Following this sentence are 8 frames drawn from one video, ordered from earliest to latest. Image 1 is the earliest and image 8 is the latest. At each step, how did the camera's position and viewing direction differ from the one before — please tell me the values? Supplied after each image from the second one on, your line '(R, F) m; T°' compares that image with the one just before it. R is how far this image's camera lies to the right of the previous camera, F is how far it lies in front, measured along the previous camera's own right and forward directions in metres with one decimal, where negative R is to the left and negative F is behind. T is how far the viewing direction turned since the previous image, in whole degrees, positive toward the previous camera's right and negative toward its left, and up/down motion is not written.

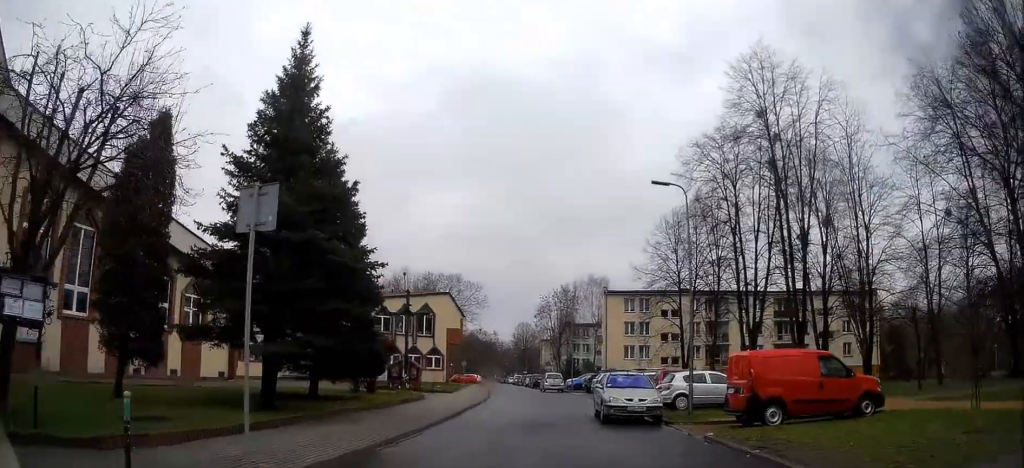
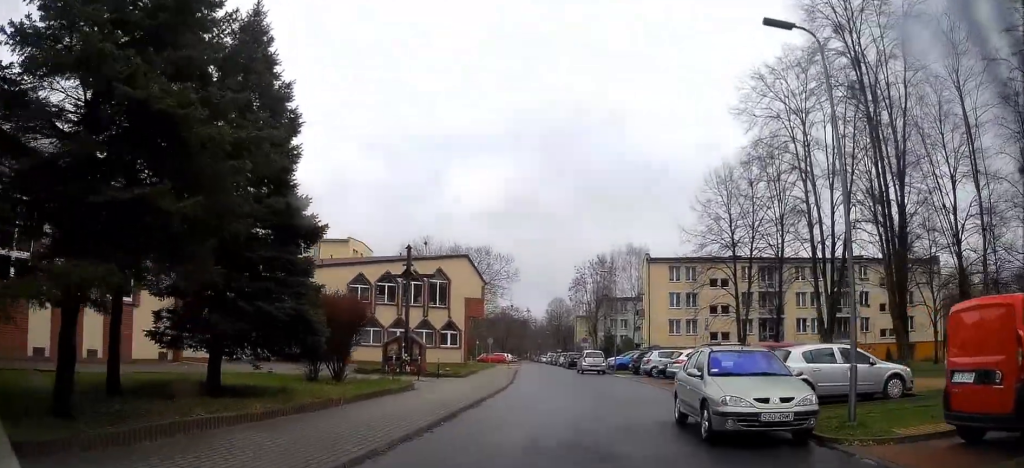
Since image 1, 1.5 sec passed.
(-0.5, +8.9) m; -3°
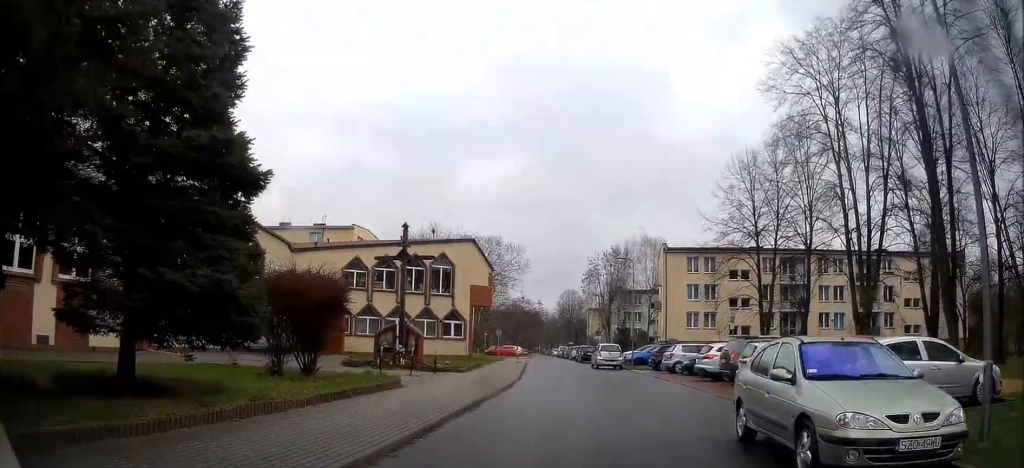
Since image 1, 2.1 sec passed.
(+0.3, +3.4) m; -2°
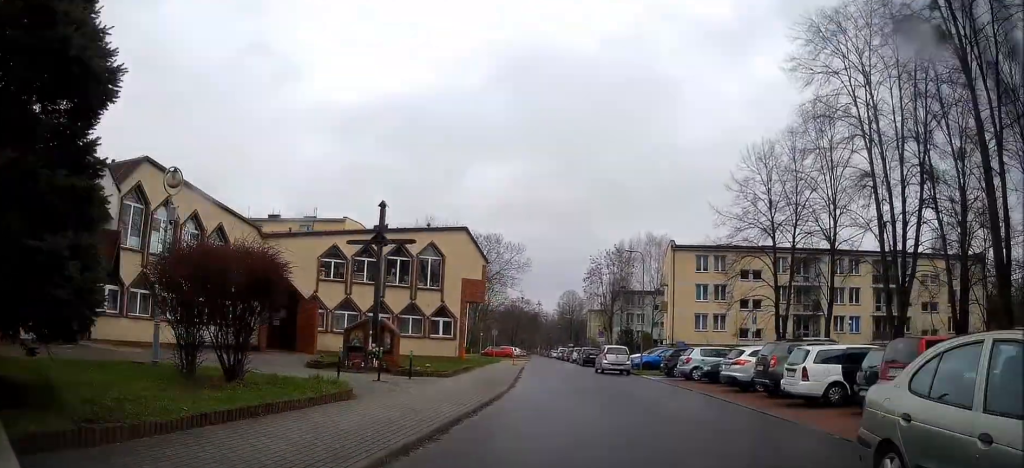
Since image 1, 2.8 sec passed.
(-0.4, +4.0) m; -3°
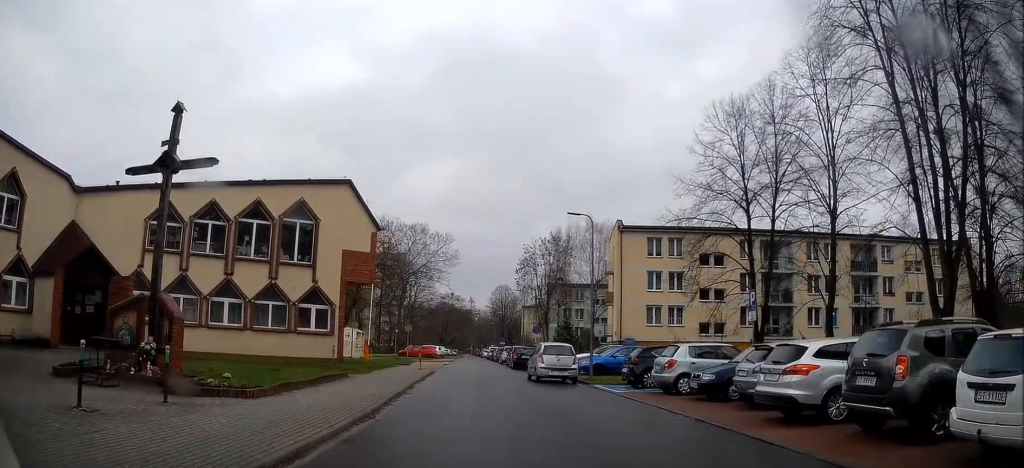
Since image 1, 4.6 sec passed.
(+0.5, +9.9) m; +7°
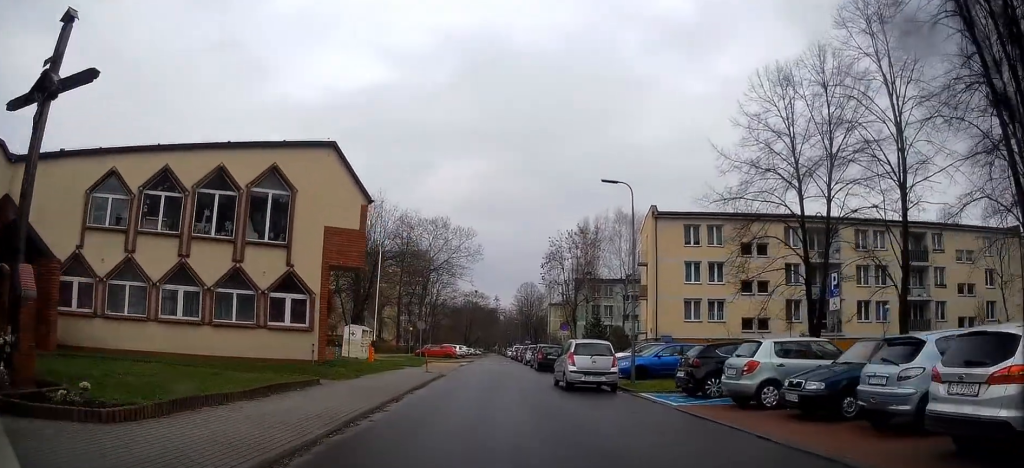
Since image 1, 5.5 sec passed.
(+0.1, +4.7) m; -2°
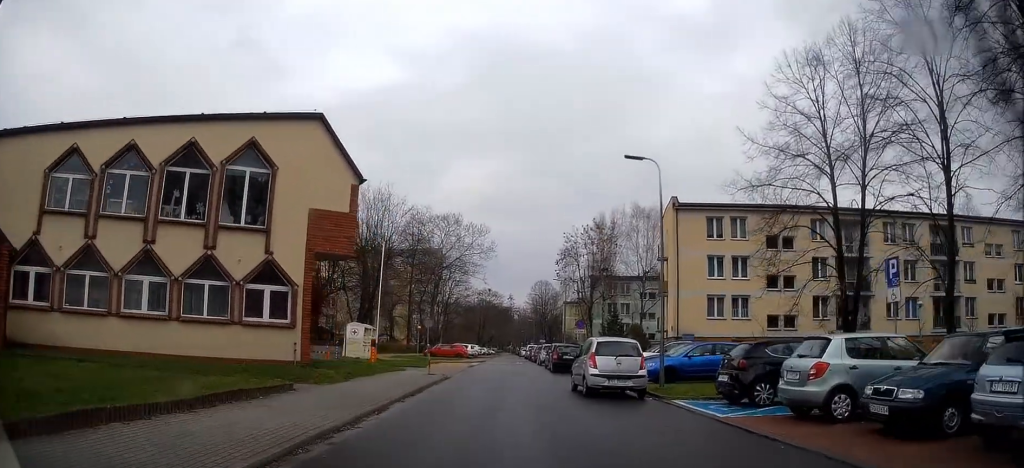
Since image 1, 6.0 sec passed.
(-0.2, +2.5) m; -2°
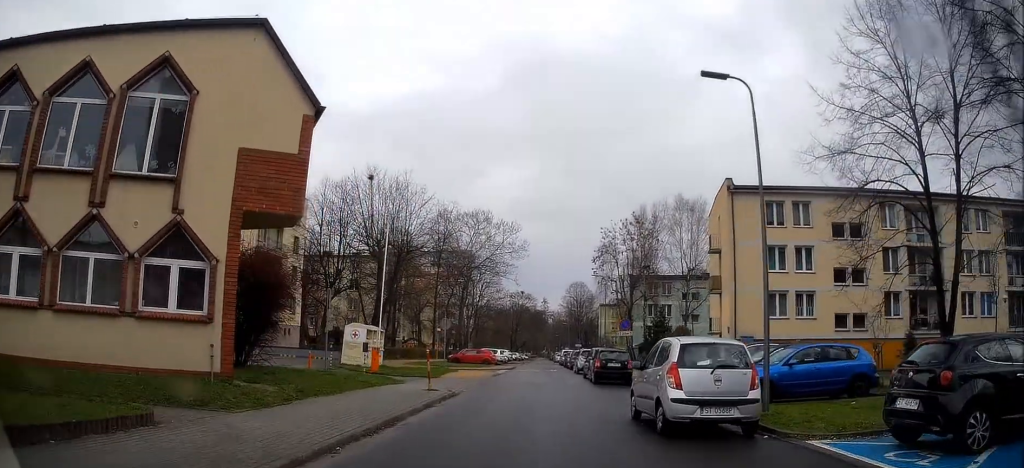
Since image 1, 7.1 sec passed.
(-0.1, +6.2) m; -1°
